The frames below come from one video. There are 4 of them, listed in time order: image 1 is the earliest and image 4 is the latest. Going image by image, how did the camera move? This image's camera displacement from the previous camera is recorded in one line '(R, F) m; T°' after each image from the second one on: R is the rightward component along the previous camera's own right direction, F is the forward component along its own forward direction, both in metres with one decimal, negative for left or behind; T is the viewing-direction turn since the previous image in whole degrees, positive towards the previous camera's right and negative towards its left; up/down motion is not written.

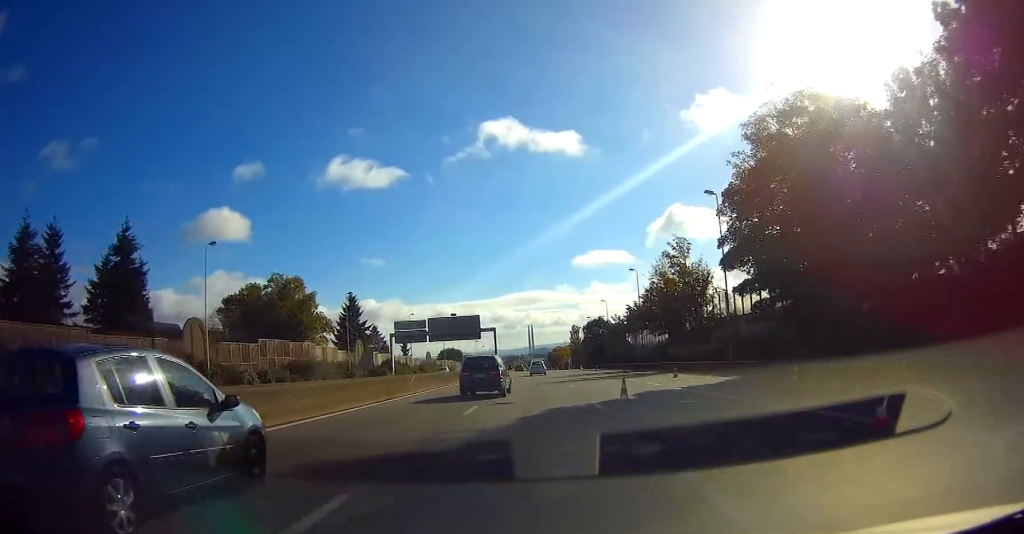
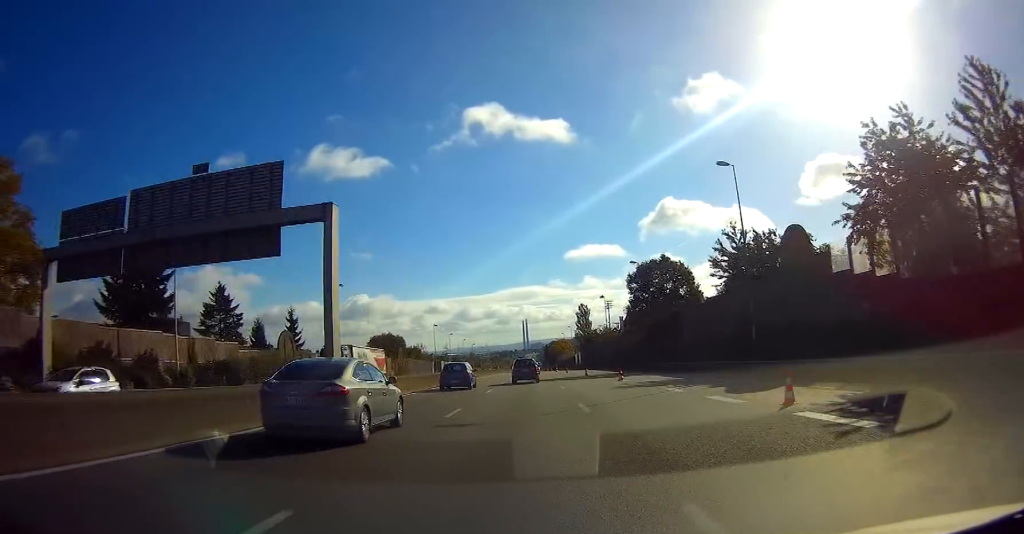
(-0.2, +79.7) m; 0°
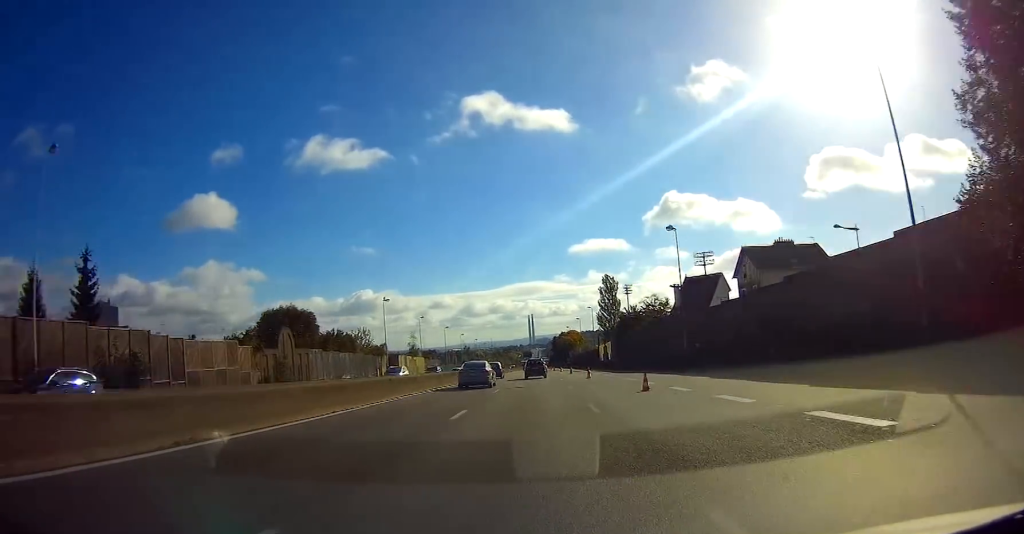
(-0.3, +52.3) m; 0°
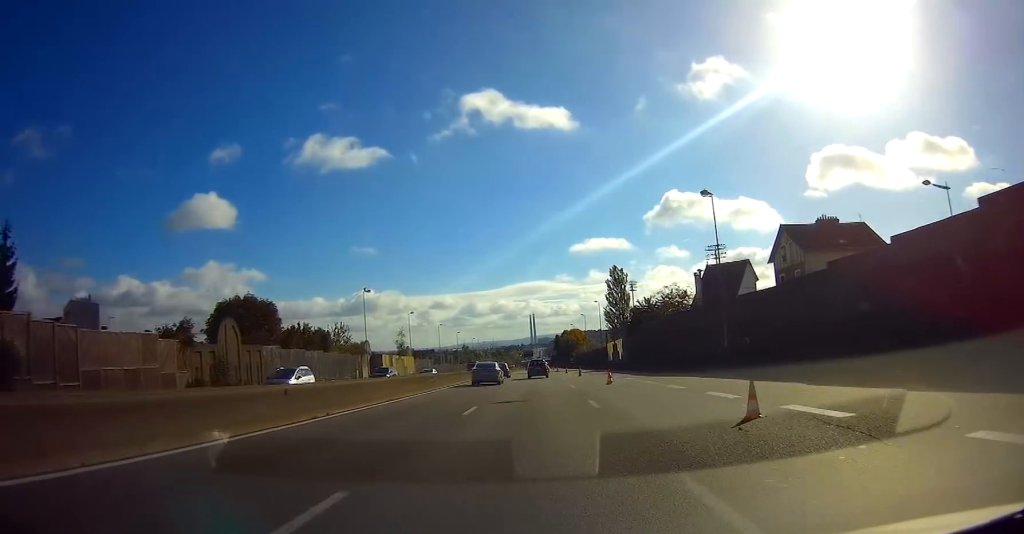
(0.0, +11.7) m; 0°
